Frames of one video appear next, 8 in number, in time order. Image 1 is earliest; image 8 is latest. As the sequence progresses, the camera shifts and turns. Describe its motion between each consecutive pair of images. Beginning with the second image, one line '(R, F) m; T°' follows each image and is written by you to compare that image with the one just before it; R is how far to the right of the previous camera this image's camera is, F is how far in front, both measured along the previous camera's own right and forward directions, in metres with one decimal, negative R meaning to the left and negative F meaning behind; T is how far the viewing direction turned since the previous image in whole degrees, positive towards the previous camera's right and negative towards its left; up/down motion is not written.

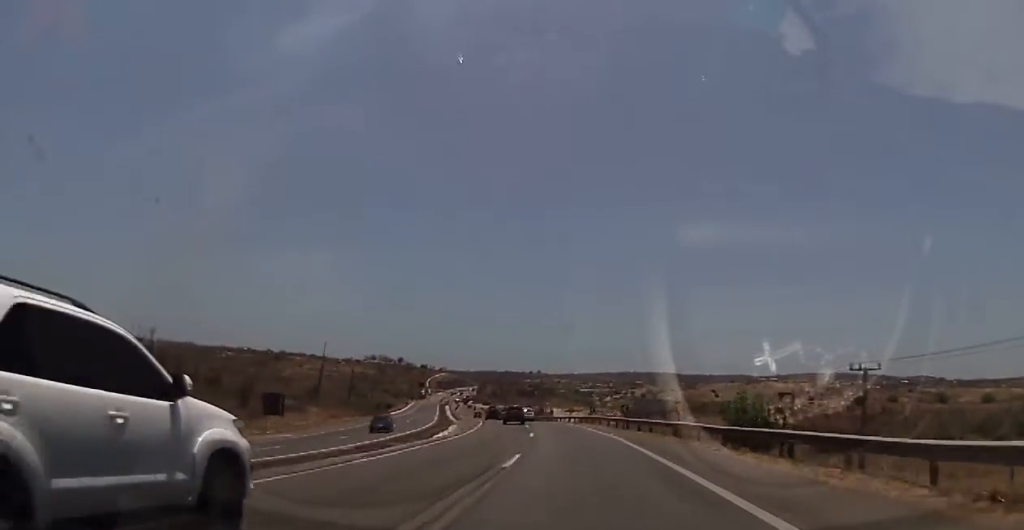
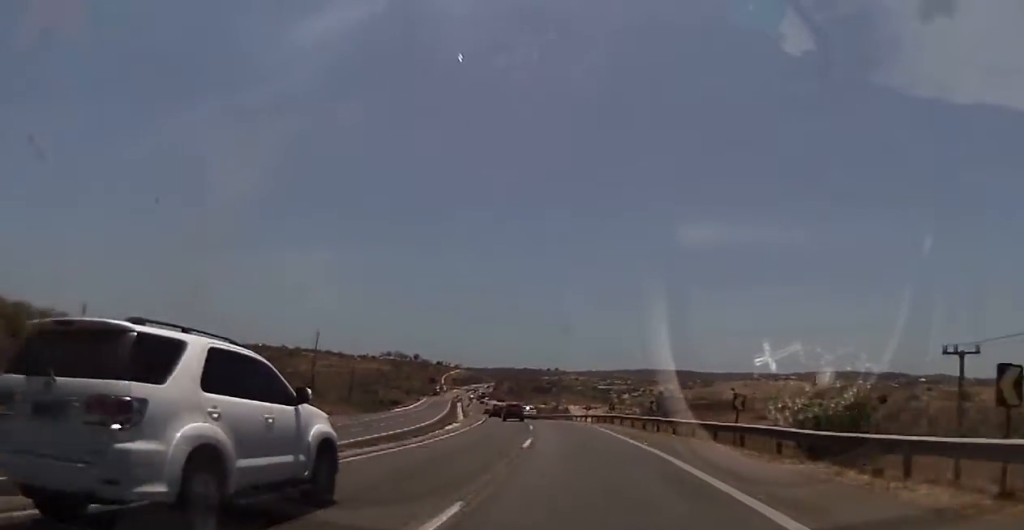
(+0.1, +10.4) m; -1°
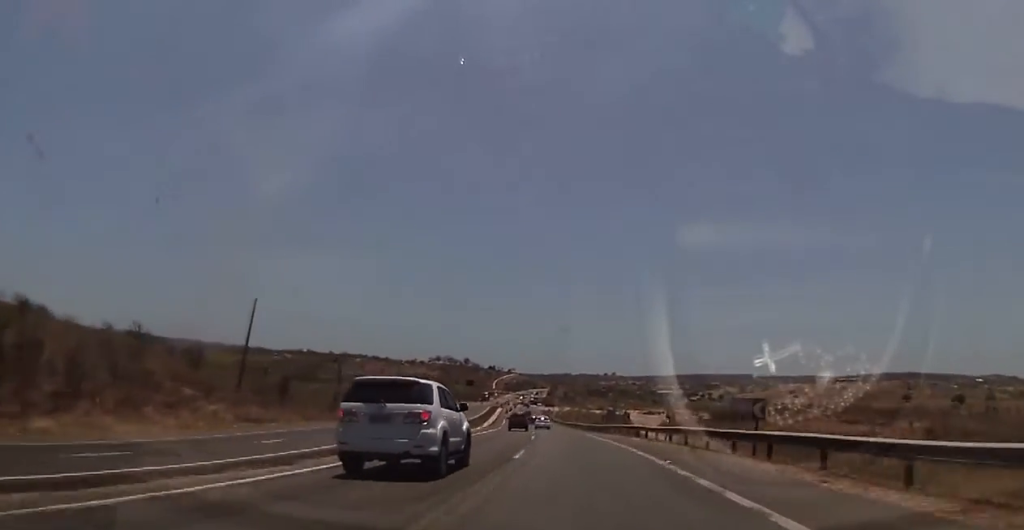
(-1.7, +35.0) m; -6°
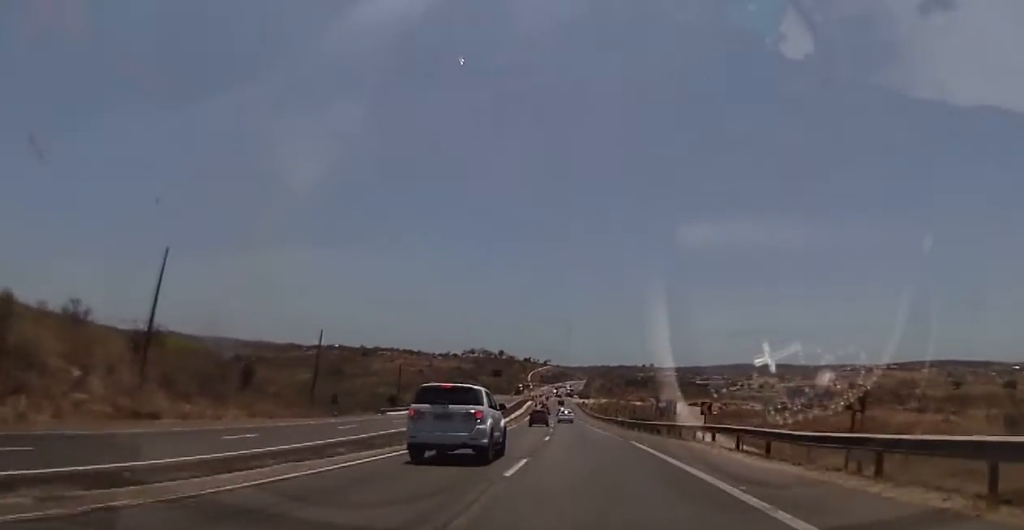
(-0.7, +20.9) m; -3°
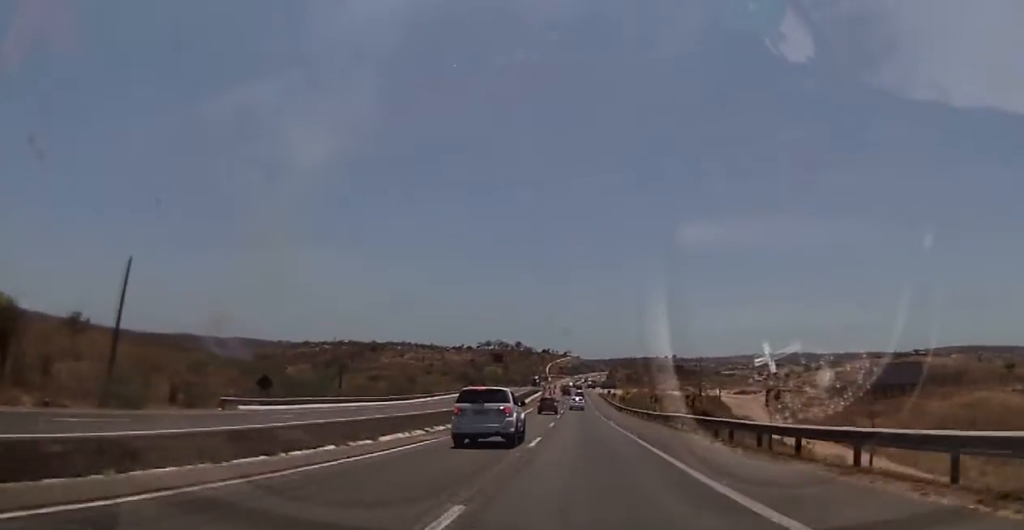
(-1.3, +36.6) m; -3°
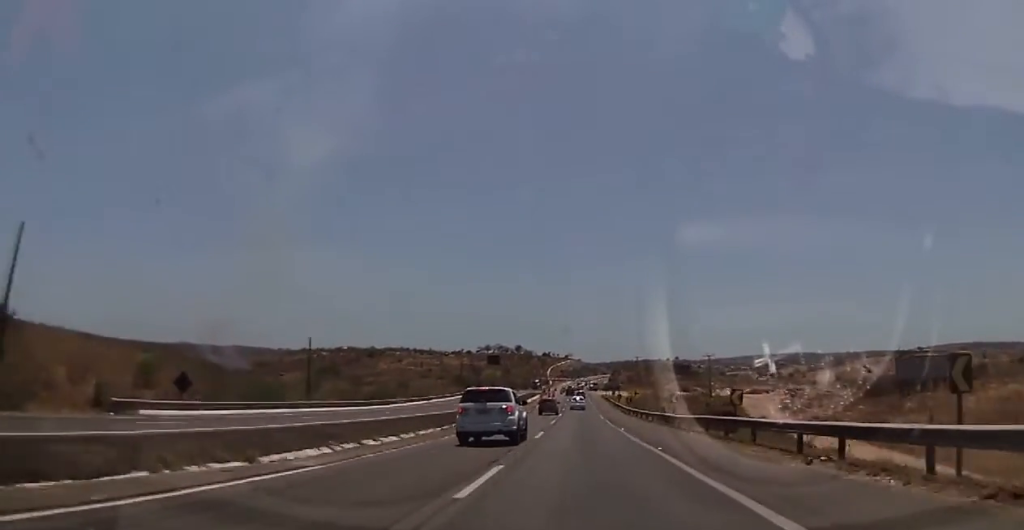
(0.0, +9.0) m; 0°
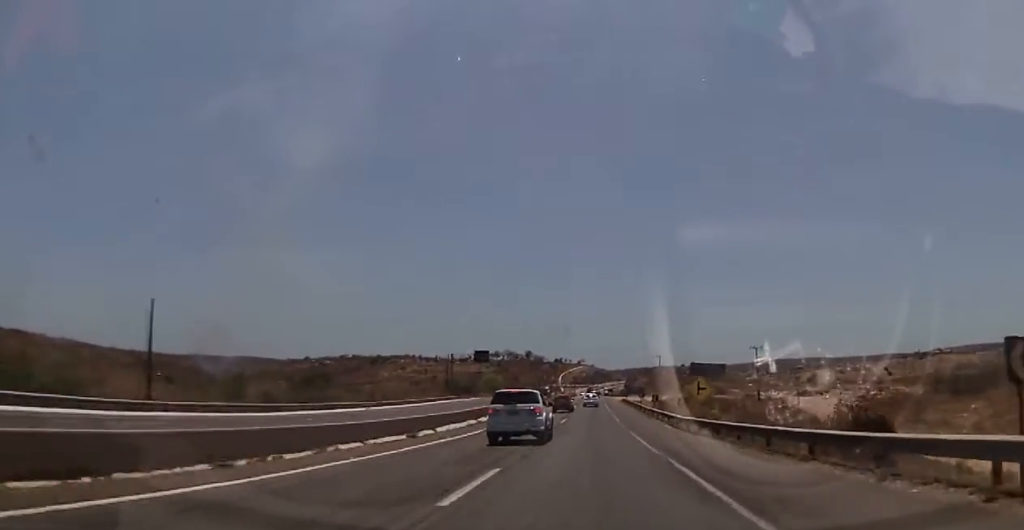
(-0.1, +27.8) m; -1°
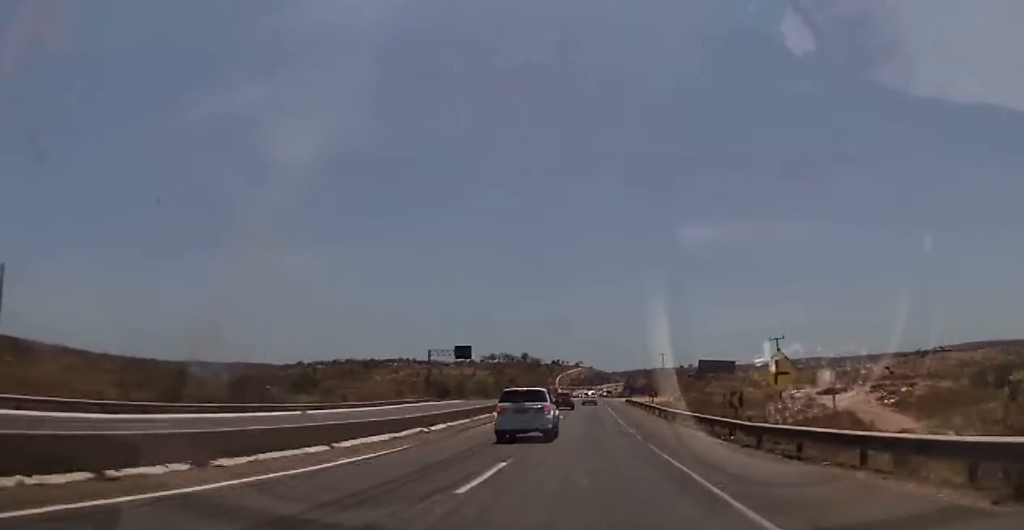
(-0.1, +14.0) m; -1°
